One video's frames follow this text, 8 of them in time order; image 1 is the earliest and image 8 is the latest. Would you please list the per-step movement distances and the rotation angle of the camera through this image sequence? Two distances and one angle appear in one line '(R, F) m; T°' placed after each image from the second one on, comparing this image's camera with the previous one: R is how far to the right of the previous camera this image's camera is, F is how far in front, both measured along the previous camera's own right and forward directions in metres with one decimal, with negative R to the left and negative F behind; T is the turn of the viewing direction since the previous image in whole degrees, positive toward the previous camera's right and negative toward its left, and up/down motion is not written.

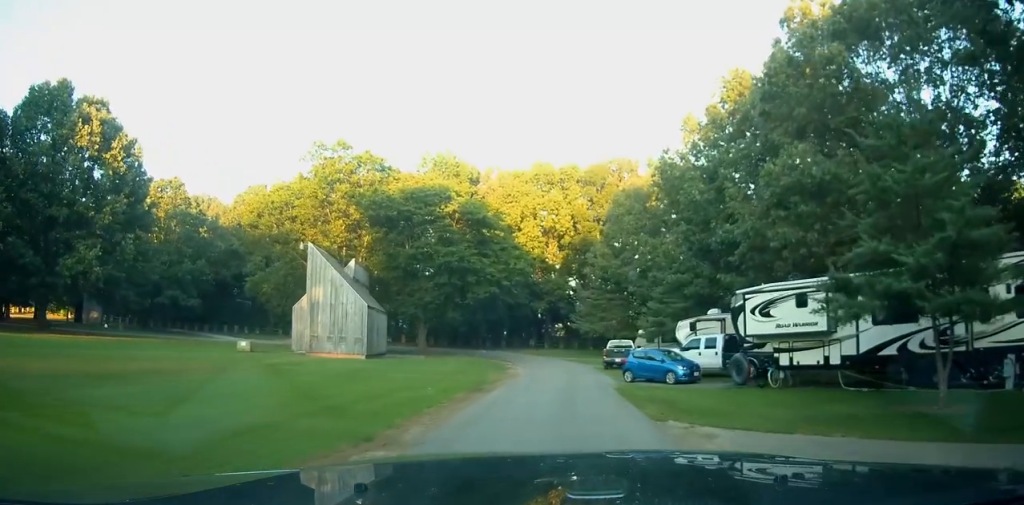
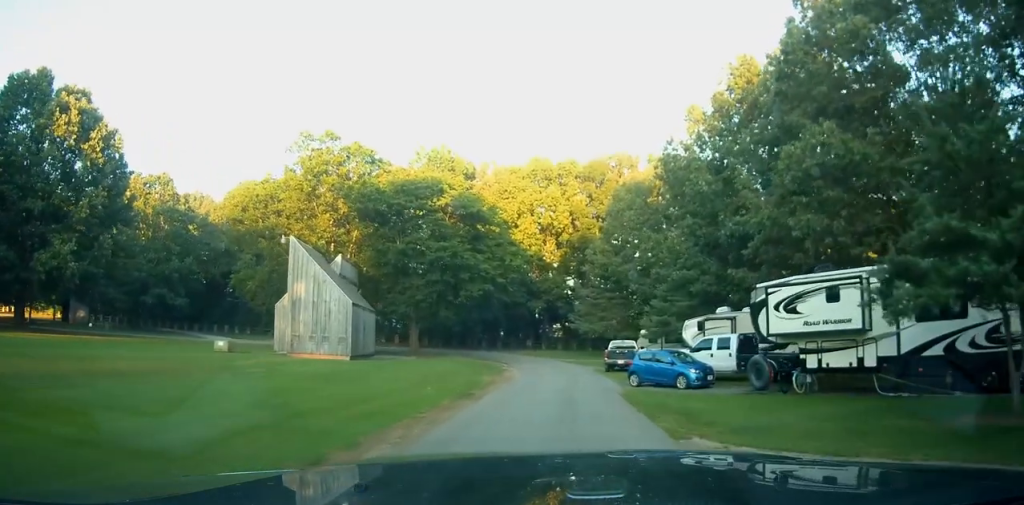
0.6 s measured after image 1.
(0.0, +2.2) m; 0°
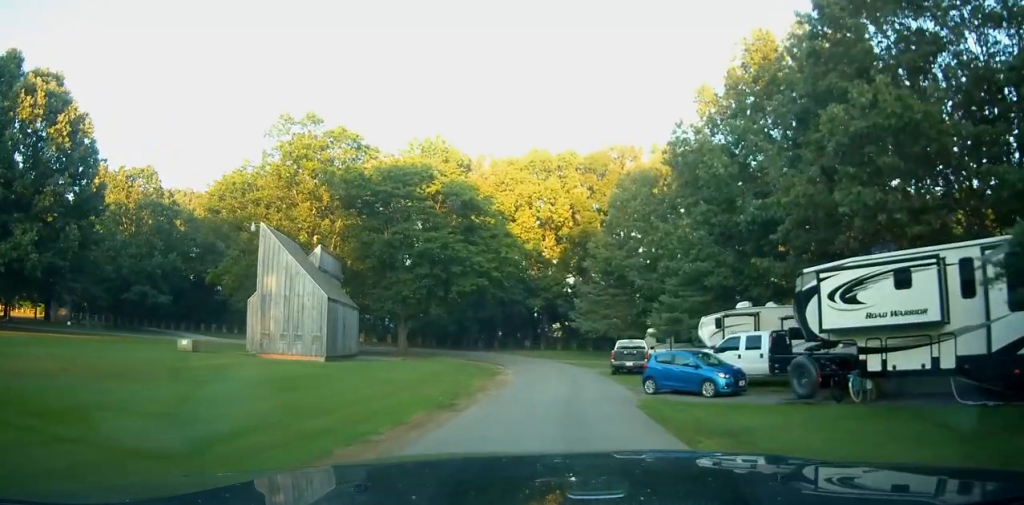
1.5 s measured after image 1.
(0.0, +3.4) m; 0°
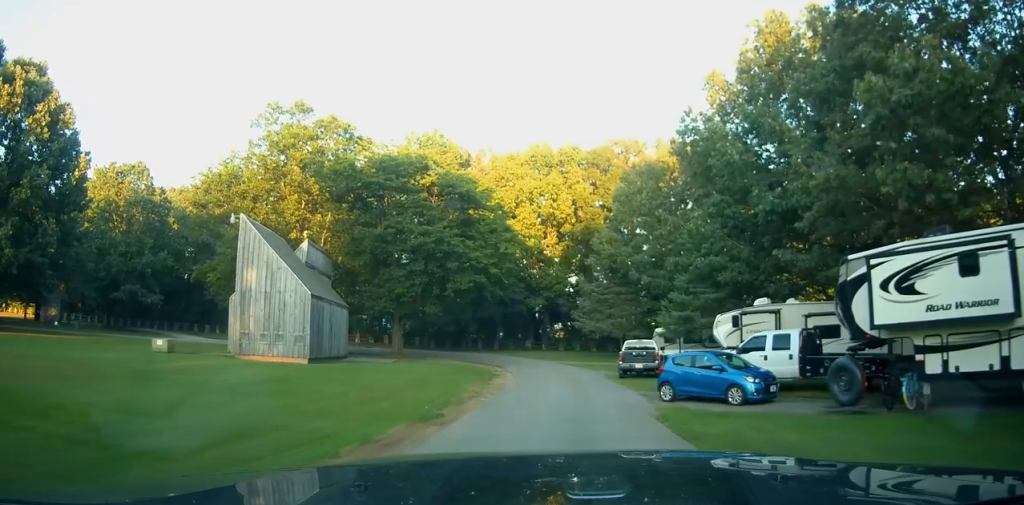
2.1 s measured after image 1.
(-0.1, +2.2) m; 0°
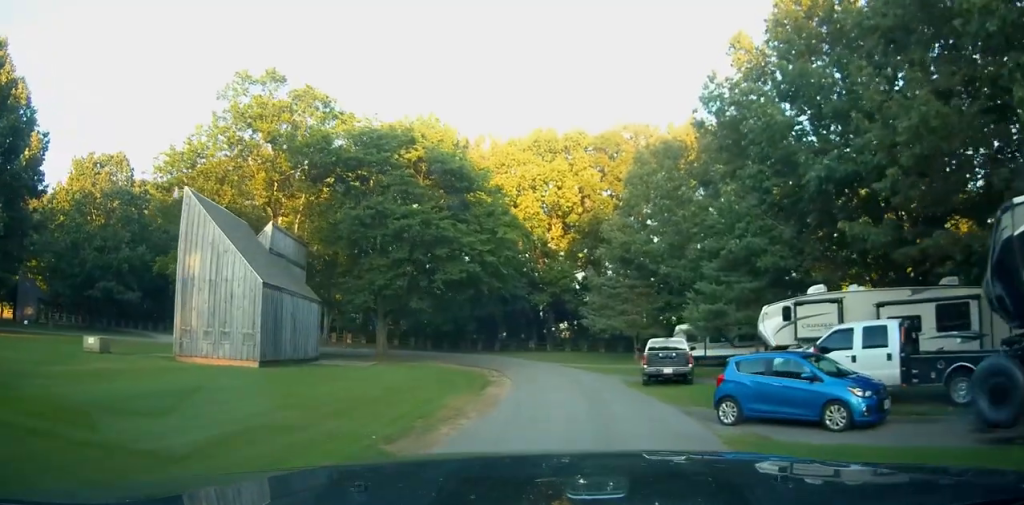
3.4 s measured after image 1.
(+0.2, +5.1) m; +2°
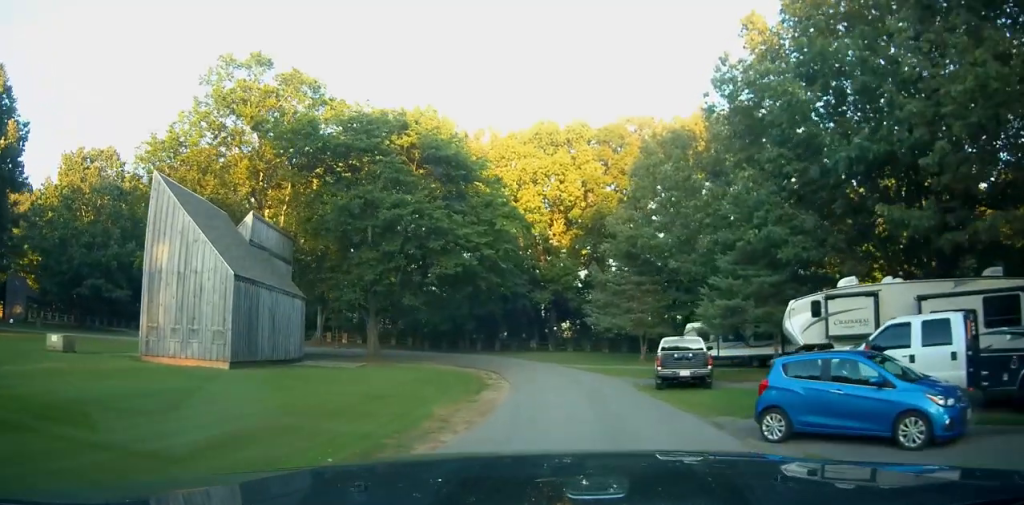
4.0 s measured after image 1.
(0.0, +2.2) m; 0°
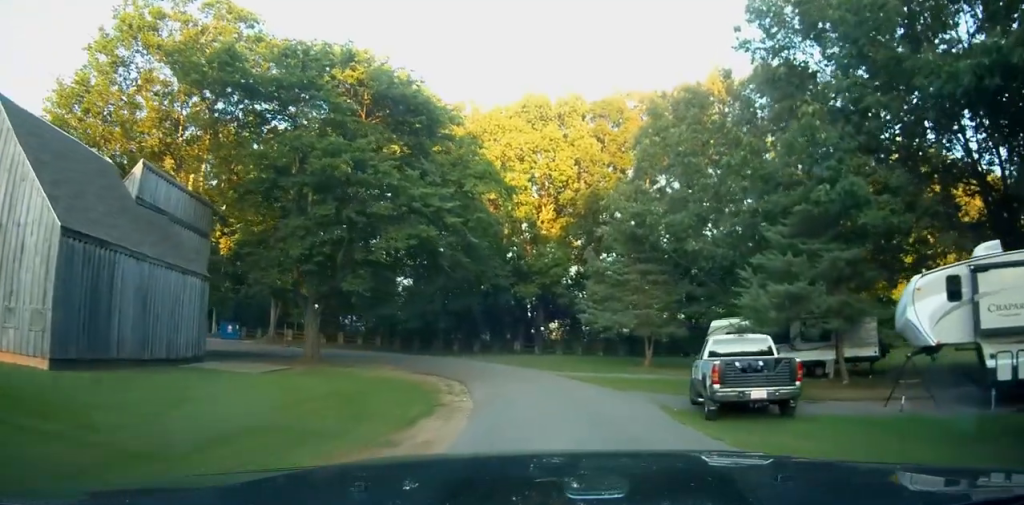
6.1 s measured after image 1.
(-0.3, +7.7) m; 0°
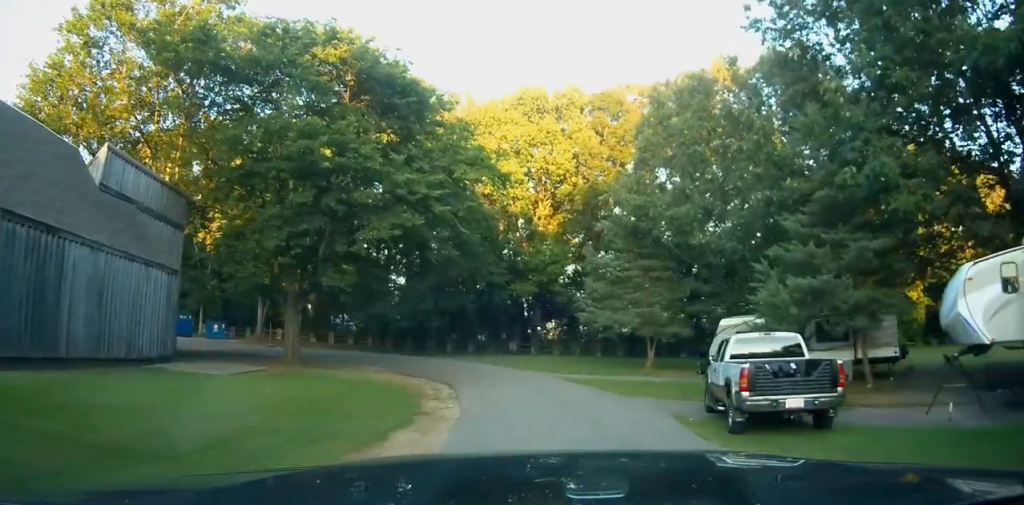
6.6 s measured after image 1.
(+0.1, +1.9) m; +2°
